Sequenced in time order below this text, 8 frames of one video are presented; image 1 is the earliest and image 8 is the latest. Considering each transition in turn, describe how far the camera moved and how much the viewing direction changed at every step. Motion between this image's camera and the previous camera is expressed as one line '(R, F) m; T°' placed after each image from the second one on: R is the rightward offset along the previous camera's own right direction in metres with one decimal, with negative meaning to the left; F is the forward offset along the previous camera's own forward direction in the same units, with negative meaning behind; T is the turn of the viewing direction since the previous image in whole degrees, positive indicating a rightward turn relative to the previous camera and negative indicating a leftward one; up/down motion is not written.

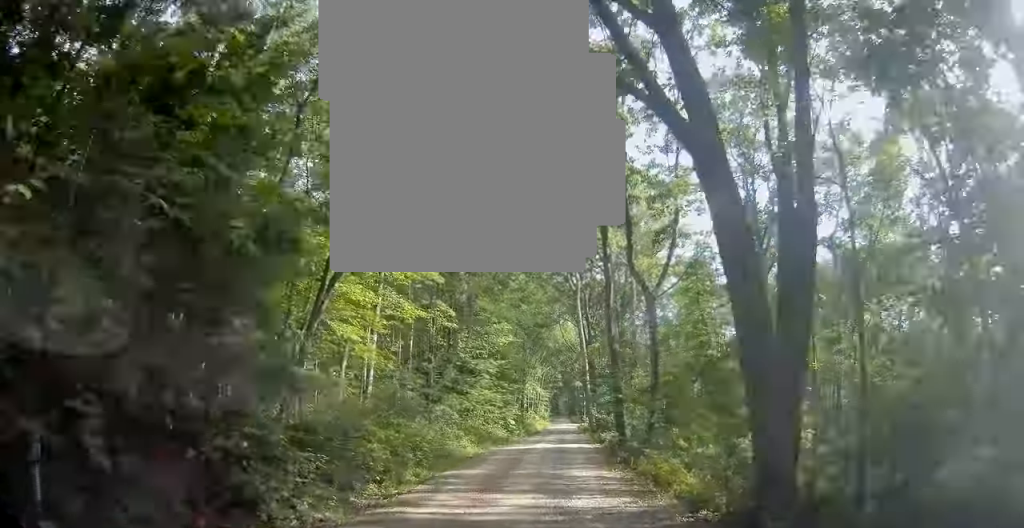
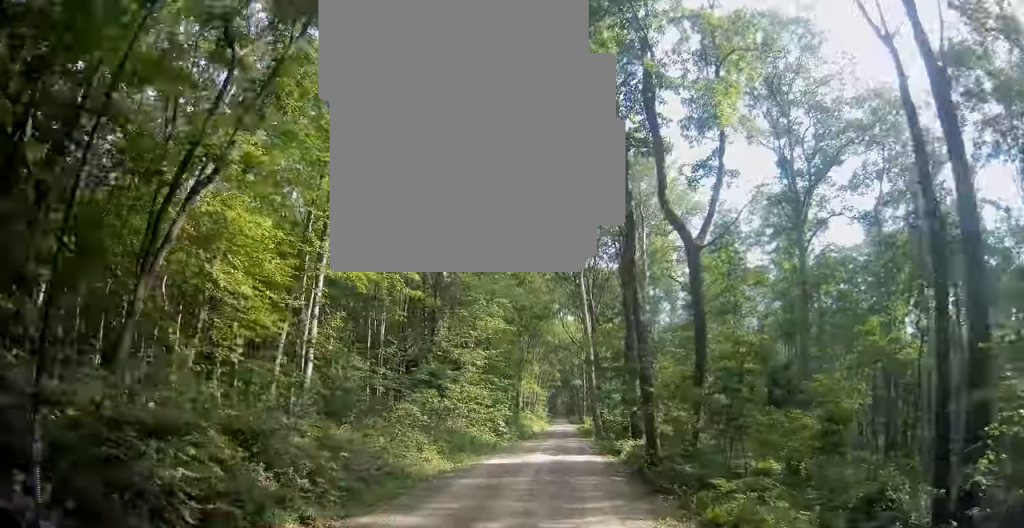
(-0.1, +7.6) m; +1°
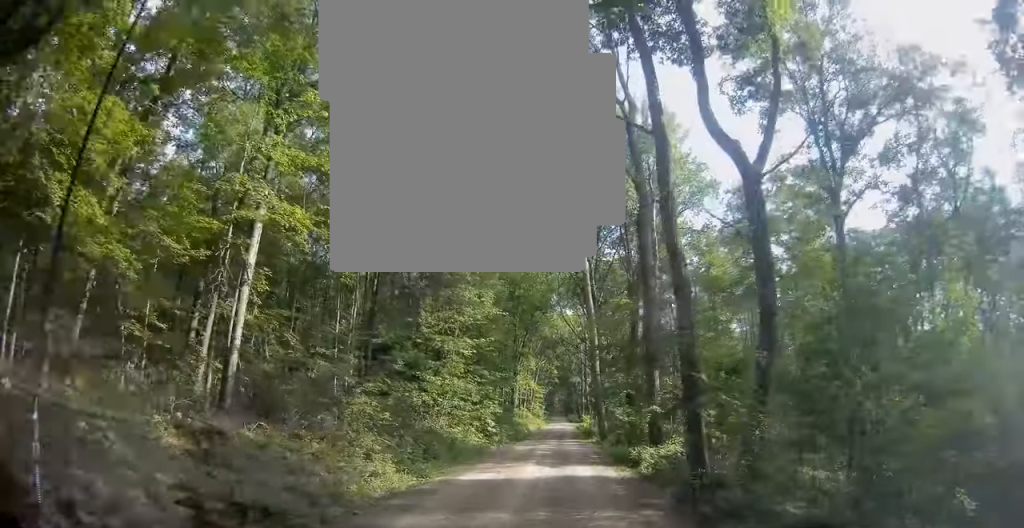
(+0.1, +5.5) m; 0°
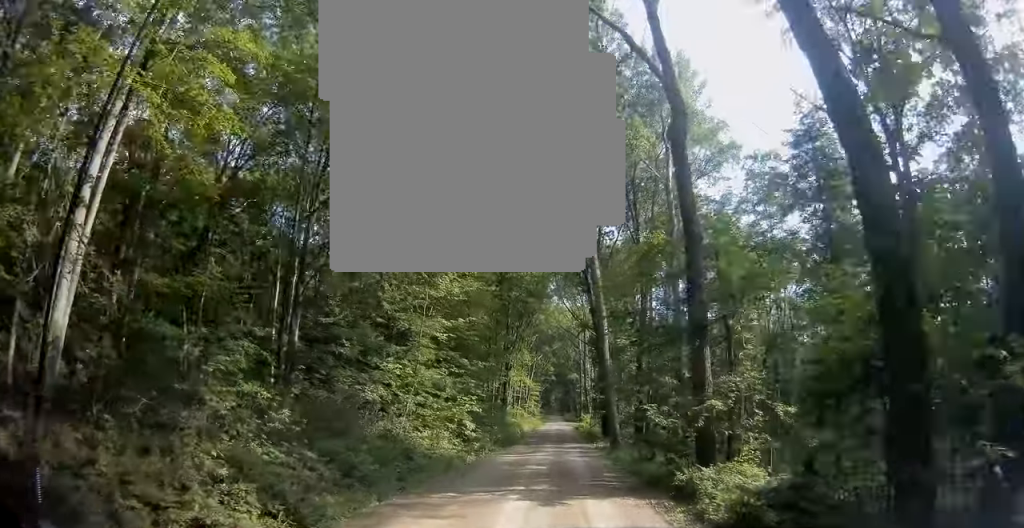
(+0.1, +7.5) m; 0°
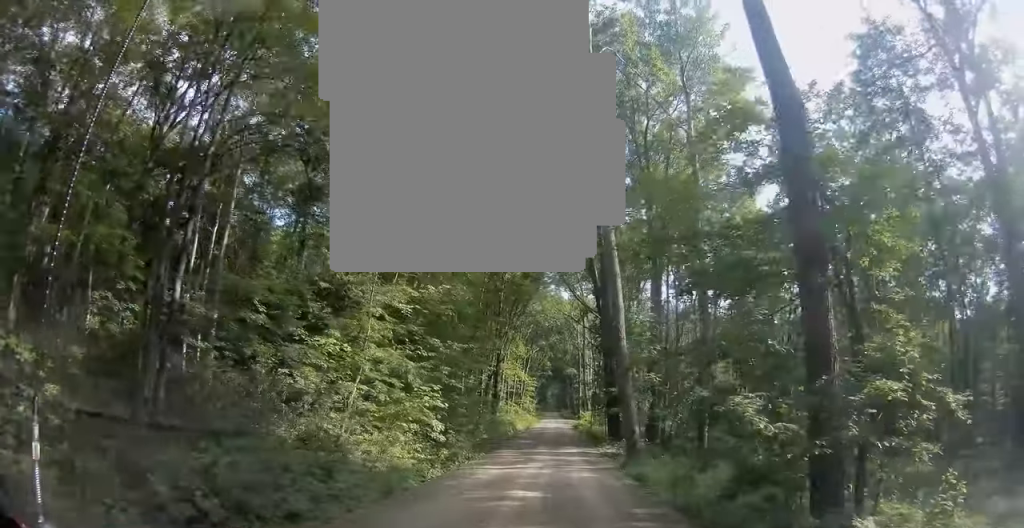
(-0.2, +6.7) m; 0°
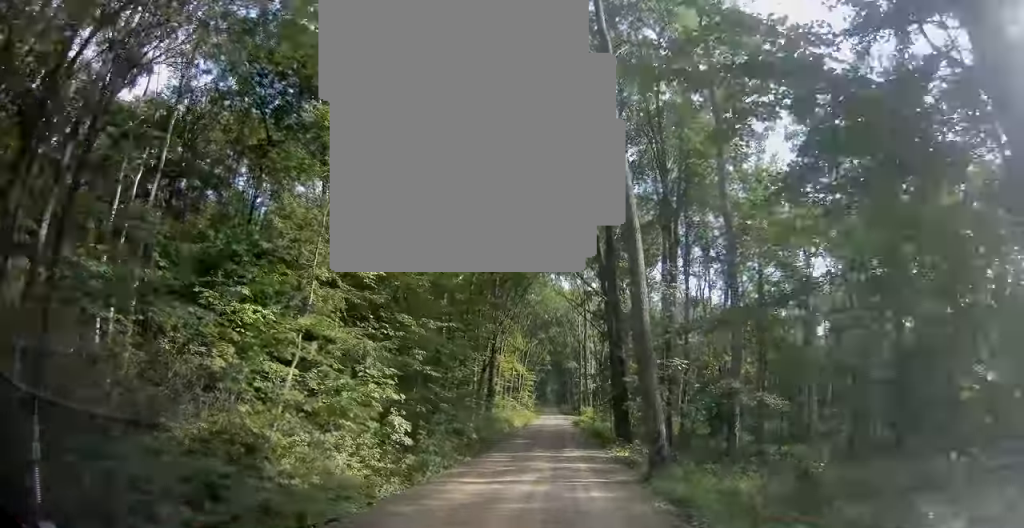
(0.0, +4.8) m; 0°
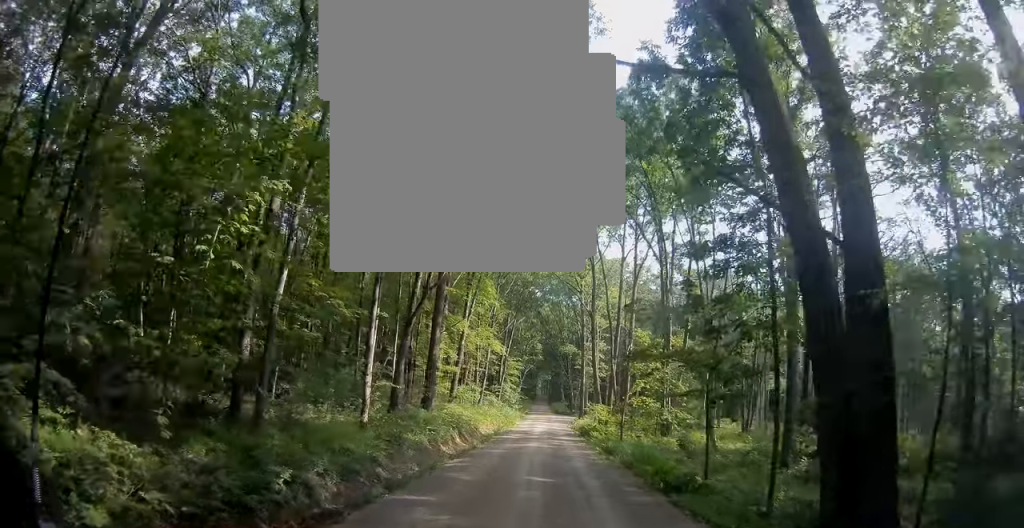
(+0.3, +26.9) m; +2°
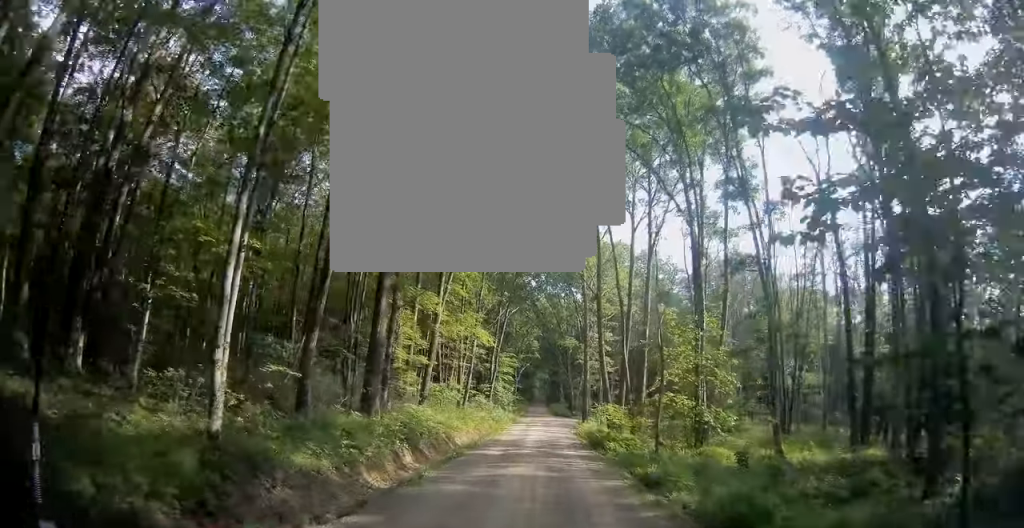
(0.0, +10.4) m; -2°
